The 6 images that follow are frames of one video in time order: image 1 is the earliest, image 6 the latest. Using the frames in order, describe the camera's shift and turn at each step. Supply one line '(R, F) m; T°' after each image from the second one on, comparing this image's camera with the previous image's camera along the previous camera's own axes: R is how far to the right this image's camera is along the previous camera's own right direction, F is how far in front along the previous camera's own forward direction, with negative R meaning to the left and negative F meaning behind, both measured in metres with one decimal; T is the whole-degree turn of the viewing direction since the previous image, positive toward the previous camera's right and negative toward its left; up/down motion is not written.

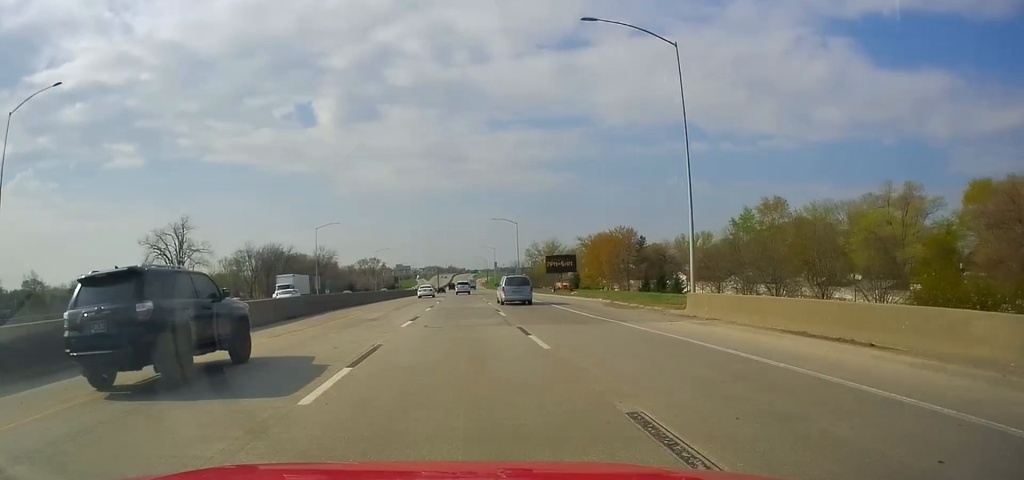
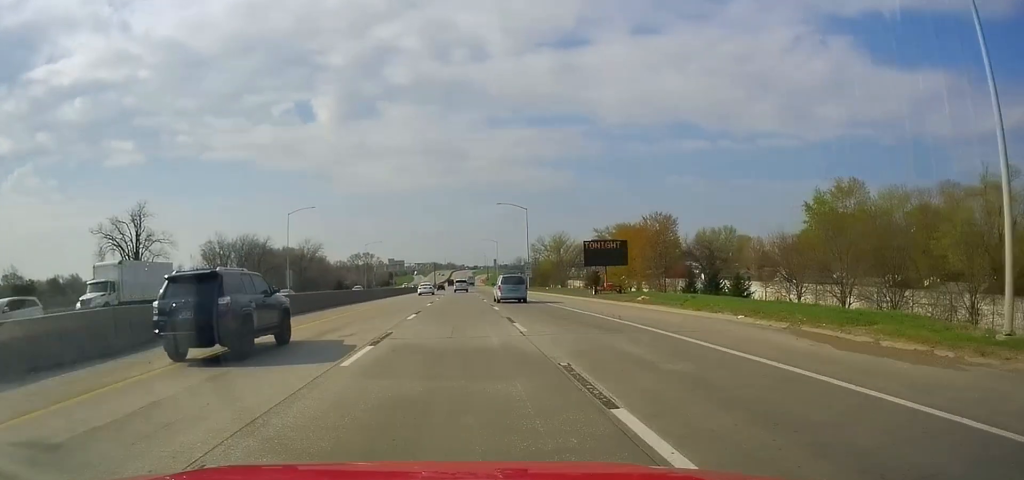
(0.0, +21.3) m; +1°
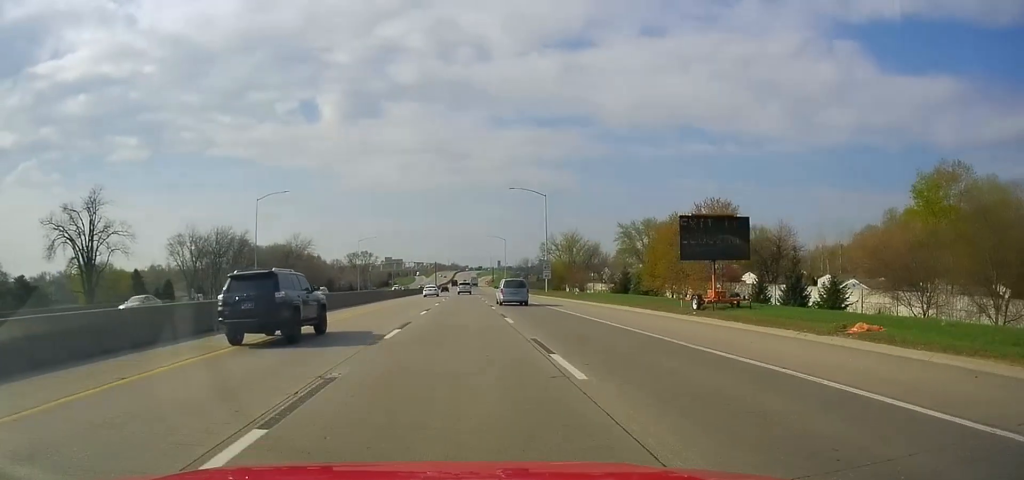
(+0.3, +19.2) m; 0°
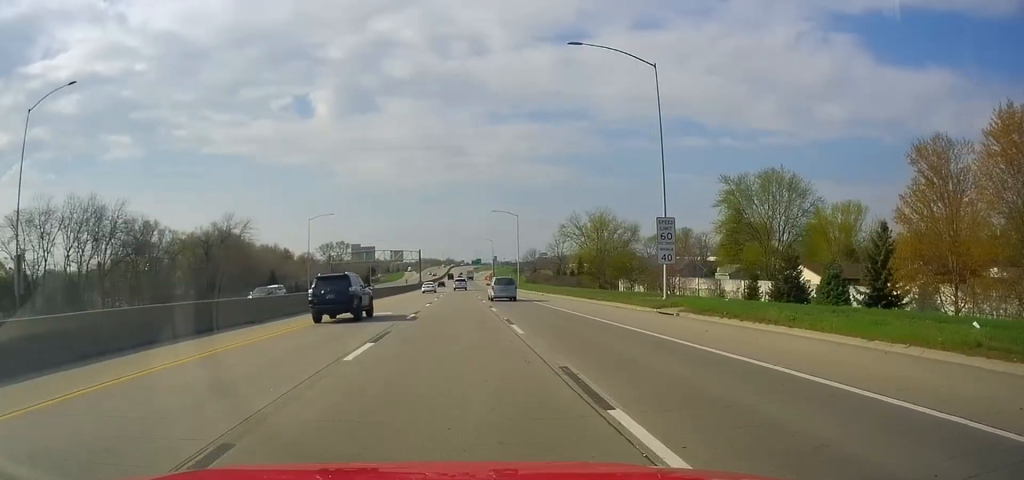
(-0.7, +53.7) m; -1°
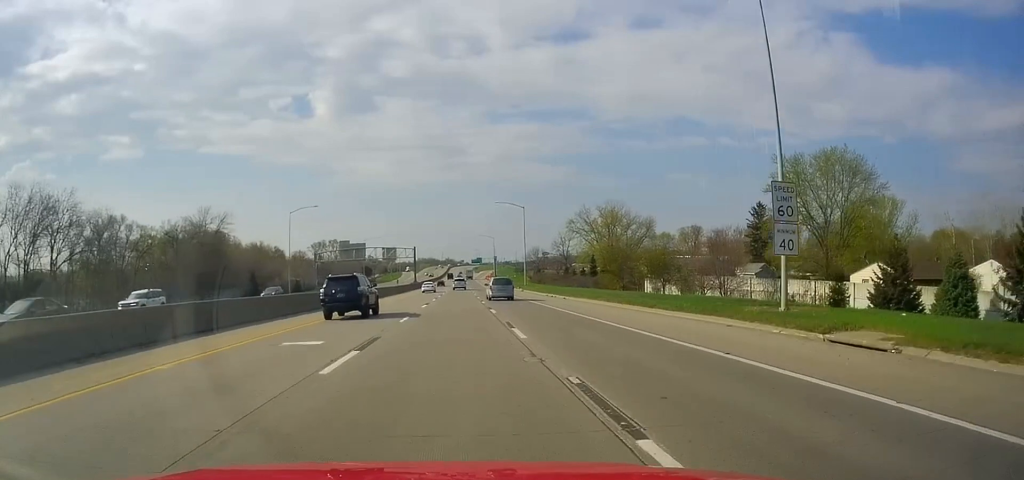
(-0.2, +14.0) m; +1°
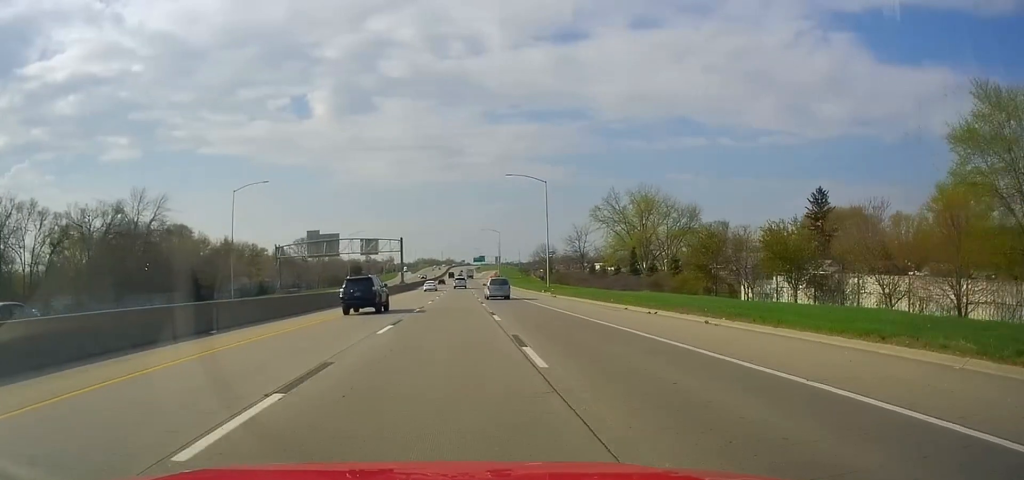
(+0.8, +29.1) m; +1°
